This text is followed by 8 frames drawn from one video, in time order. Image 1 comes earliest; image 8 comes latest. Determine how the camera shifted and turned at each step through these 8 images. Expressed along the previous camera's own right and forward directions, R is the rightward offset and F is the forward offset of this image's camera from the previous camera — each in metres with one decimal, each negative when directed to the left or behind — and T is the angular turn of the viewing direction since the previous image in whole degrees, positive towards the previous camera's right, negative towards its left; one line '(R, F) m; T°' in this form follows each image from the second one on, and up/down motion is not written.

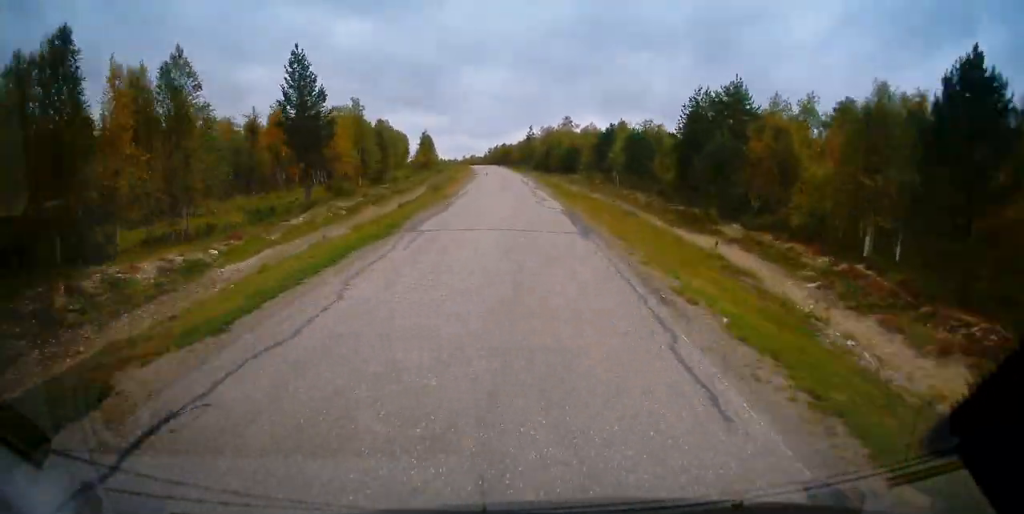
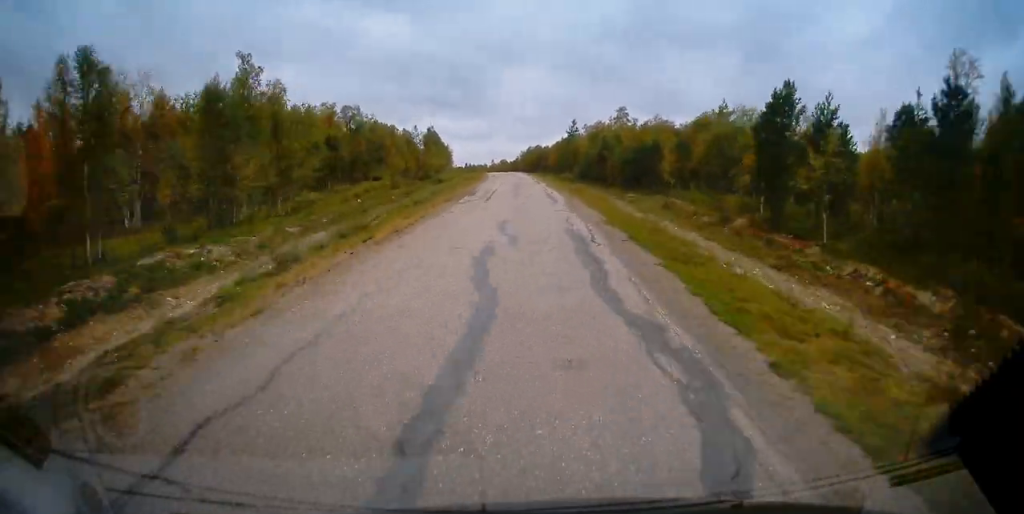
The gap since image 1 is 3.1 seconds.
(-0.5, +38.8) m; -2°
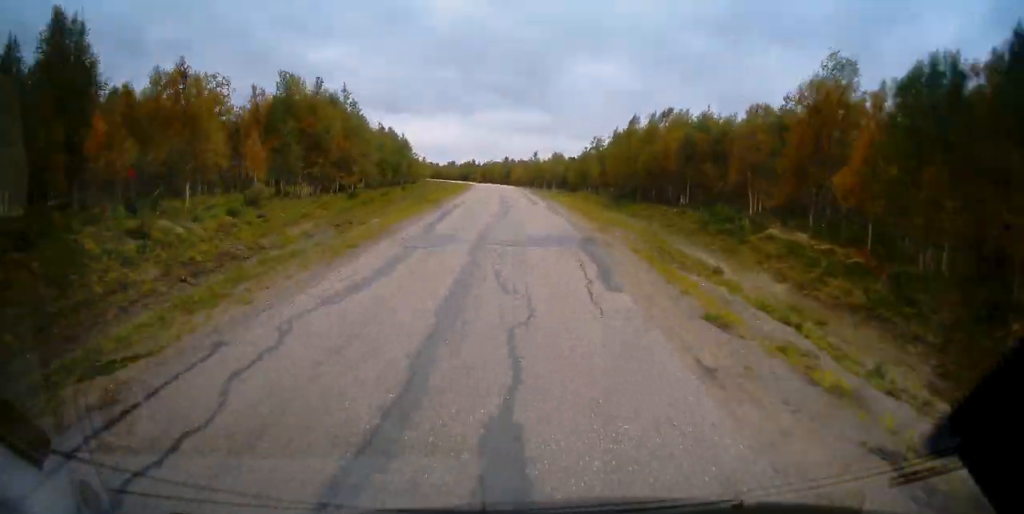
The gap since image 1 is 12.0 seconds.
(-6.9, +115.1) m; -7°
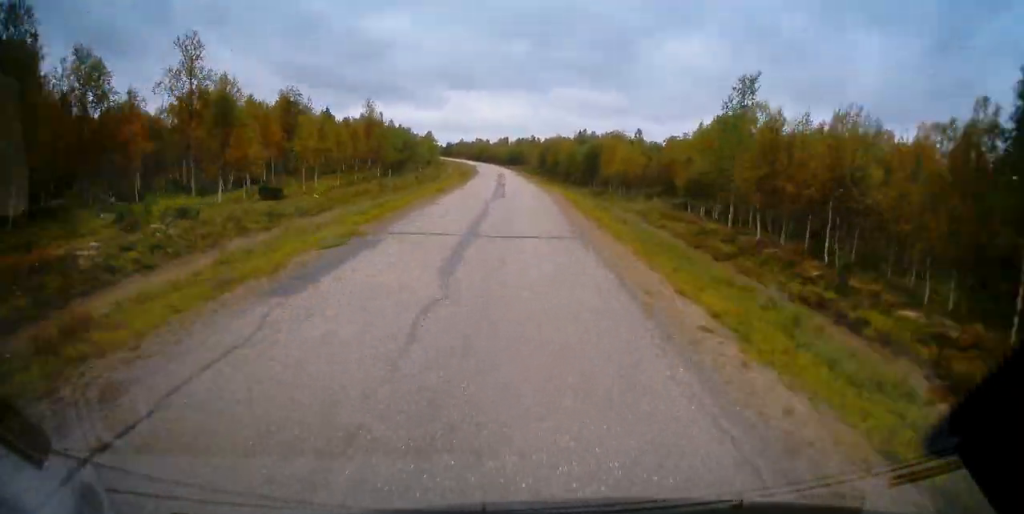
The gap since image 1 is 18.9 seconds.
(-4.9, +97.4) m; -6°
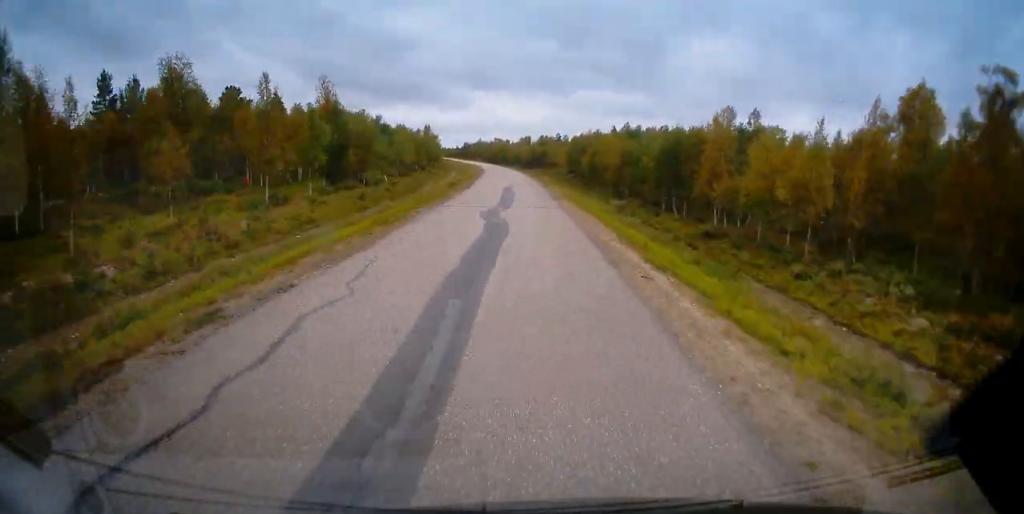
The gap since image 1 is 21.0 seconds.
(-0.2, +30.8) m; -2°
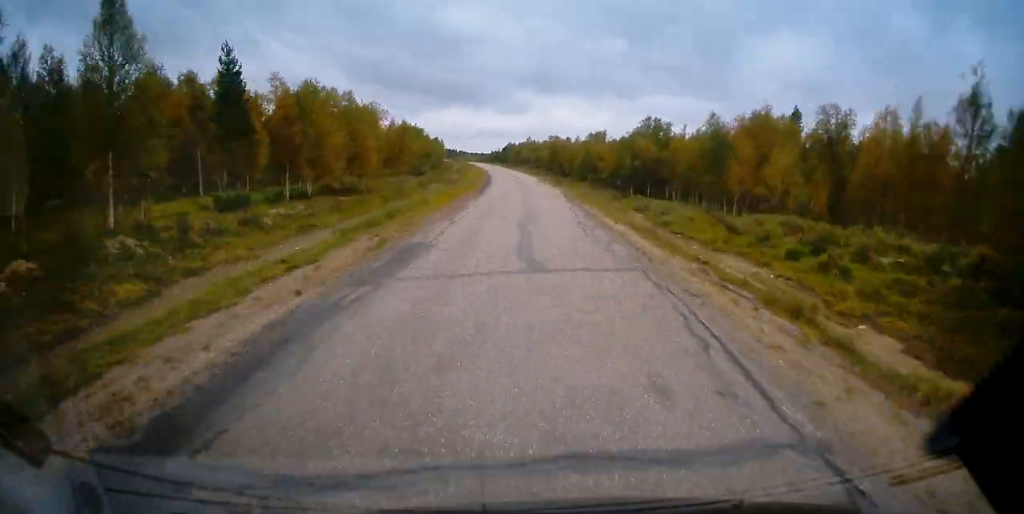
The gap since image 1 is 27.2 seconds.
(-5.0, +93.0) m; -5°
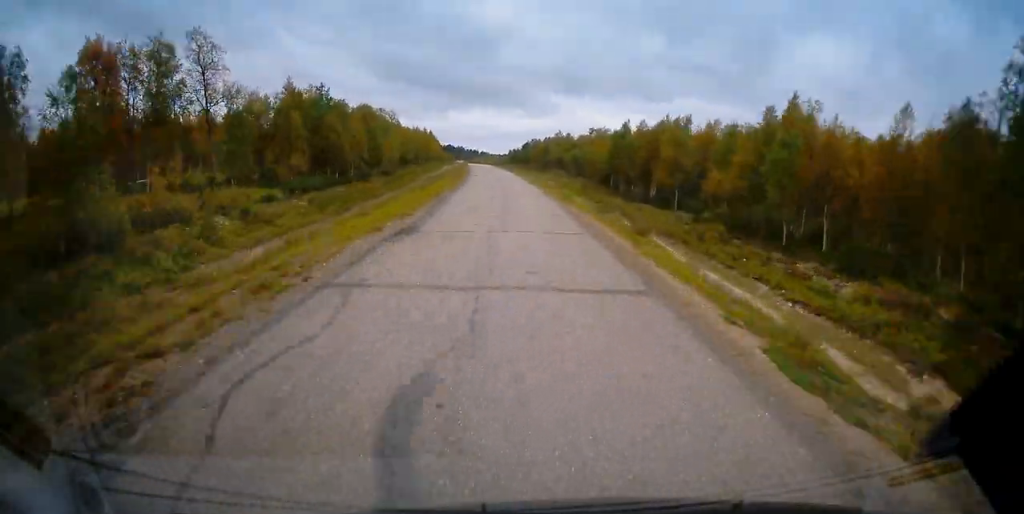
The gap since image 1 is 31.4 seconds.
(-1.8, +64.2) m; -3°
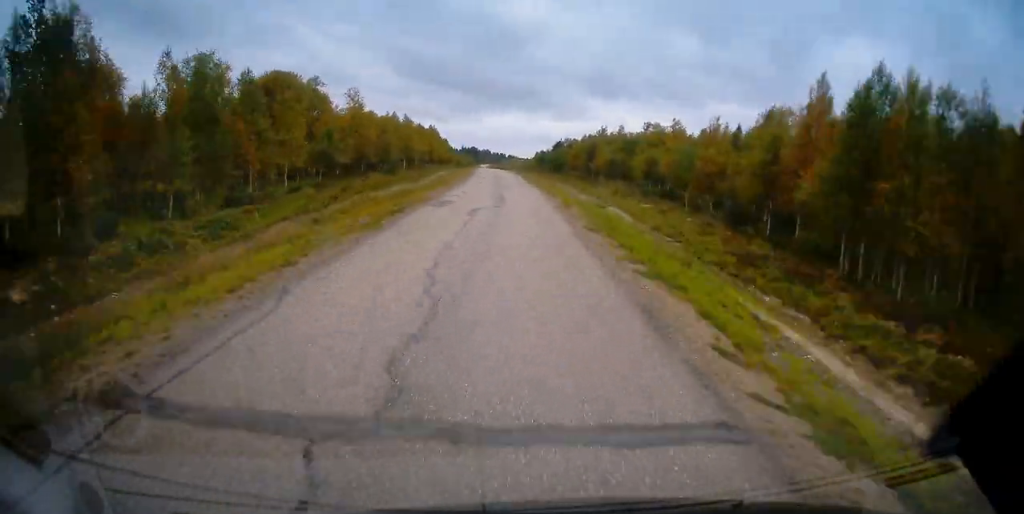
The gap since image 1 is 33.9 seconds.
(-0.1, +38.9) m; -2°
